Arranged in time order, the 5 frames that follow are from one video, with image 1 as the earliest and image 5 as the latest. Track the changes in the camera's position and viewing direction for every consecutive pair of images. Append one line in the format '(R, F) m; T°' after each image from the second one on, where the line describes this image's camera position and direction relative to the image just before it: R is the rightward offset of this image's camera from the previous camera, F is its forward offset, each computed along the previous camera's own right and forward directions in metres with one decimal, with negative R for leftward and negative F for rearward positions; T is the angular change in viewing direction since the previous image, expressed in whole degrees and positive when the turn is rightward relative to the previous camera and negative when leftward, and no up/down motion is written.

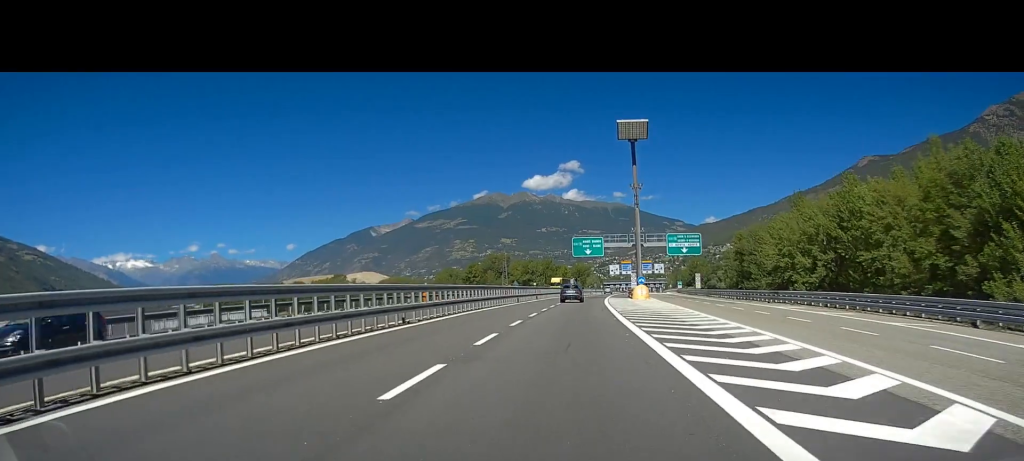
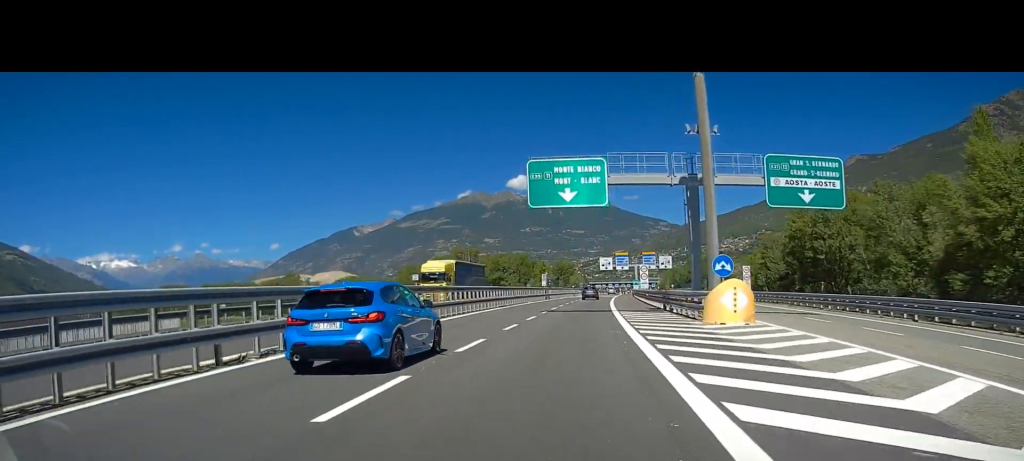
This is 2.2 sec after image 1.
(+2.0, +51.5) m; +2°
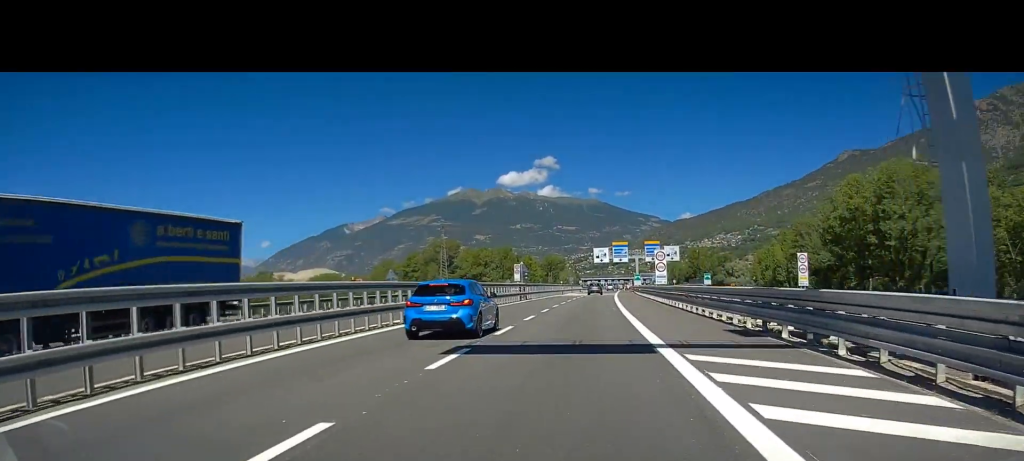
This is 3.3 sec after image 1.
(-0.1, +24.6) m; 0°
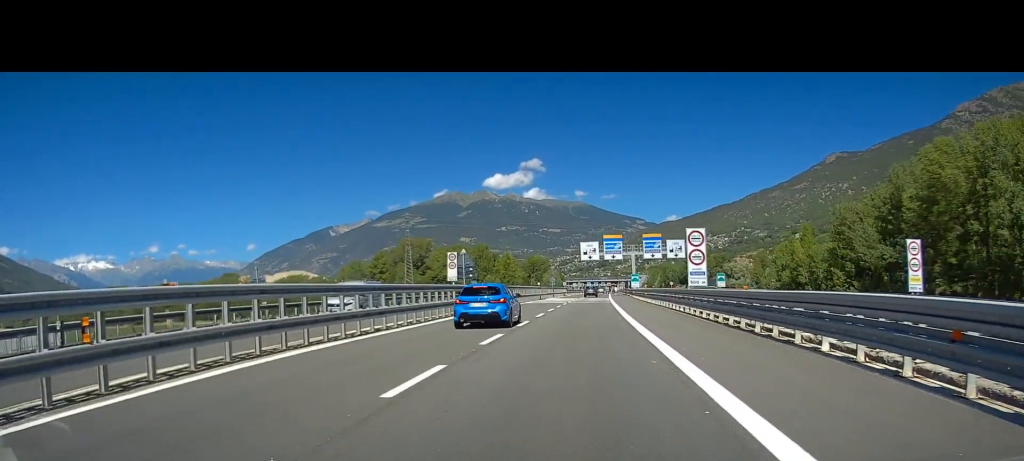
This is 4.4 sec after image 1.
(+0.2, +23.5) m; 0°
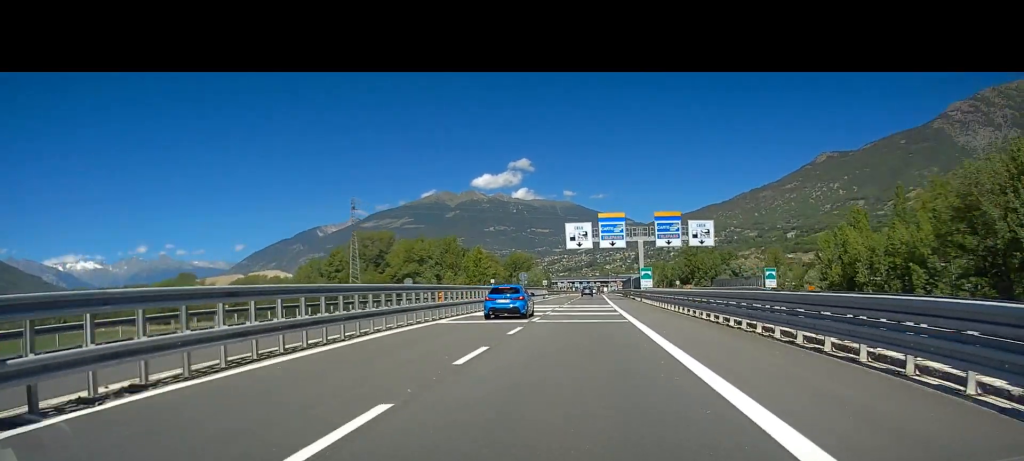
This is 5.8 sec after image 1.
(+0.1, +31.5) m; +1°
